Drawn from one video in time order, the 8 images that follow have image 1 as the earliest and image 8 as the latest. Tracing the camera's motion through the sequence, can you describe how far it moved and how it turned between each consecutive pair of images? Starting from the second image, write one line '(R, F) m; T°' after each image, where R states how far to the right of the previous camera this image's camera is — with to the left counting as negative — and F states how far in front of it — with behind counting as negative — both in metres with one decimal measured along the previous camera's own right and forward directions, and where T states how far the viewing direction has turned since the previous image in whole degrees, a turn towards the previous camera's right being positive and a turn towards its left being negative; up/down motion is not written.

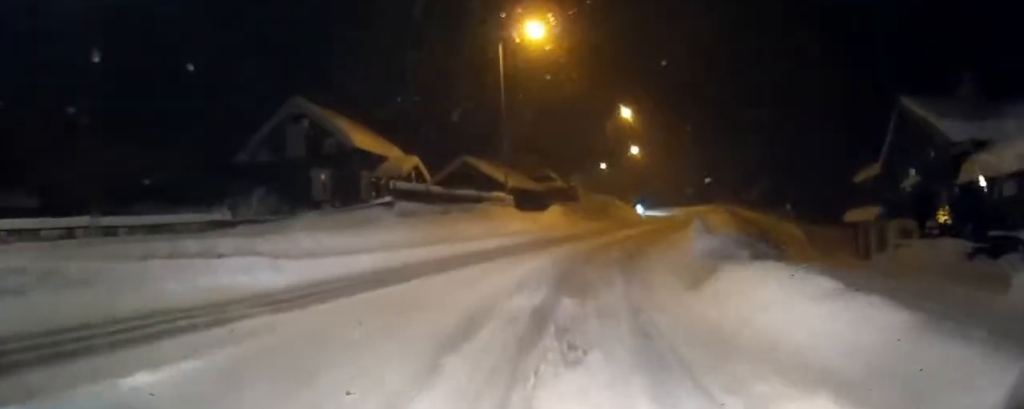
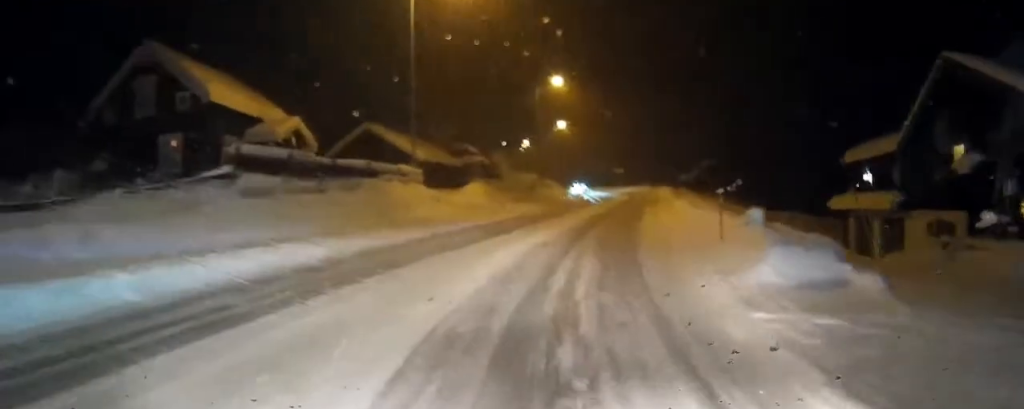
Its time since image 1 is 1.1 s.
(+0.3, +8.0) m; +8°
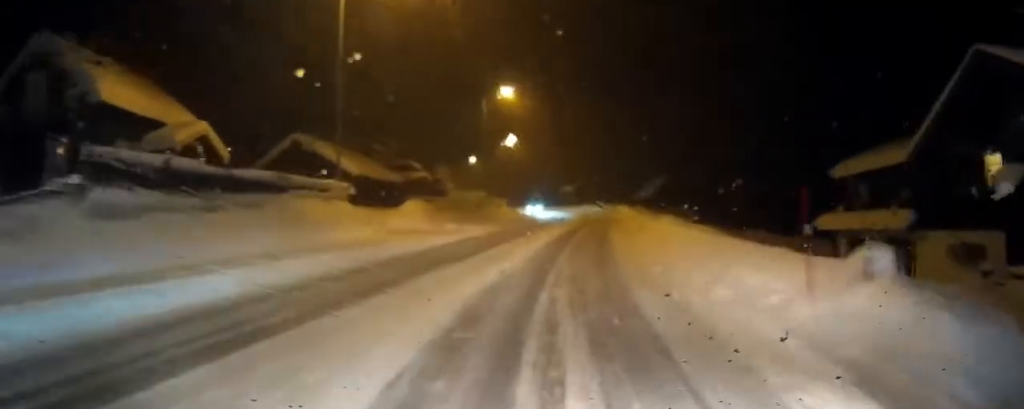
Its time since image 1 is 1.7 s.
(+0.3, +4.4) m; +4°
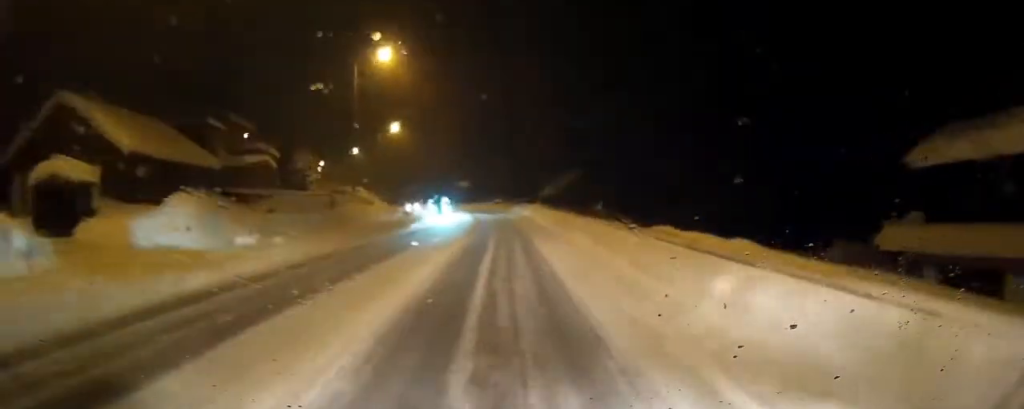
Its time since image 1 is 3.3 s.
(+1.3, +14.4) m; +8°
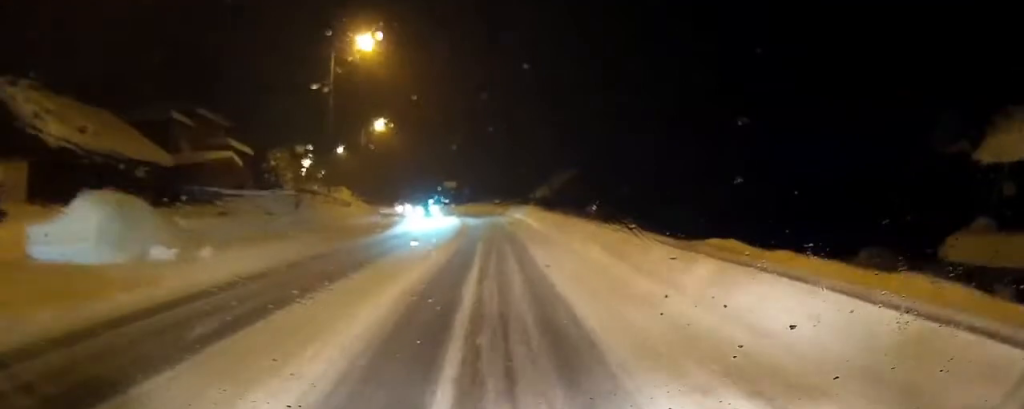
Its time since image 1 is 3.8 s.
(0.0, +4.2) m; +1°
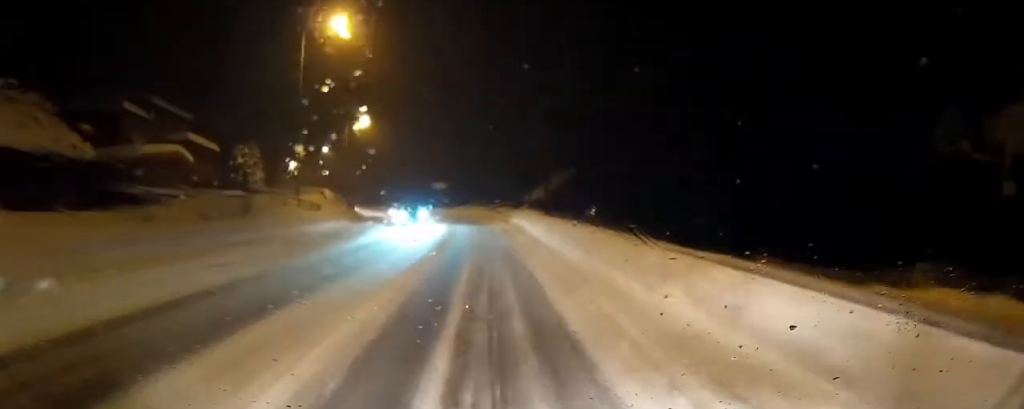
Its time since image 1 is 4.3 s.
(0.0, +5.7) m; +1°
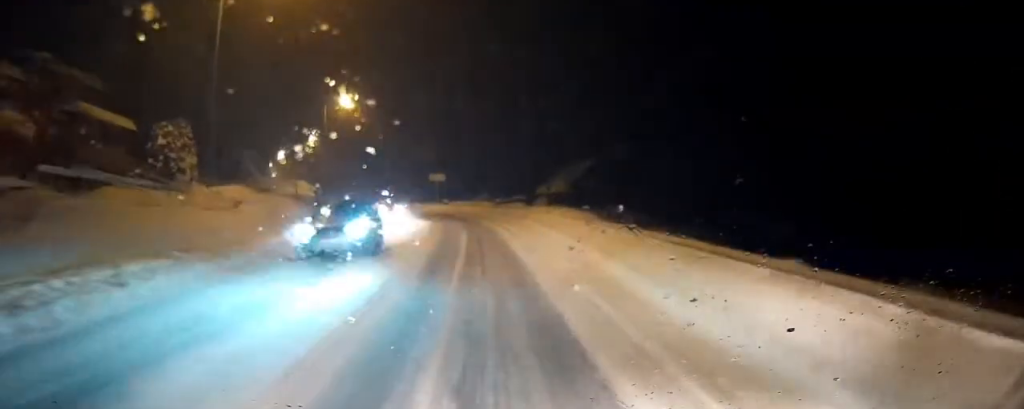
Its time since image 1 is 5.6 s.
(+0.2, +13.6) m; 0°
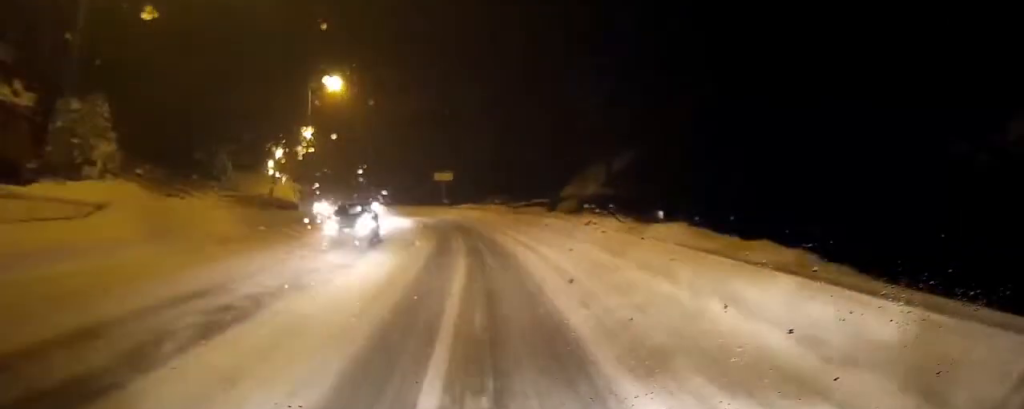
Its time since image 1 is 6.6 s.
(0.0, +11.1) m; -1°
